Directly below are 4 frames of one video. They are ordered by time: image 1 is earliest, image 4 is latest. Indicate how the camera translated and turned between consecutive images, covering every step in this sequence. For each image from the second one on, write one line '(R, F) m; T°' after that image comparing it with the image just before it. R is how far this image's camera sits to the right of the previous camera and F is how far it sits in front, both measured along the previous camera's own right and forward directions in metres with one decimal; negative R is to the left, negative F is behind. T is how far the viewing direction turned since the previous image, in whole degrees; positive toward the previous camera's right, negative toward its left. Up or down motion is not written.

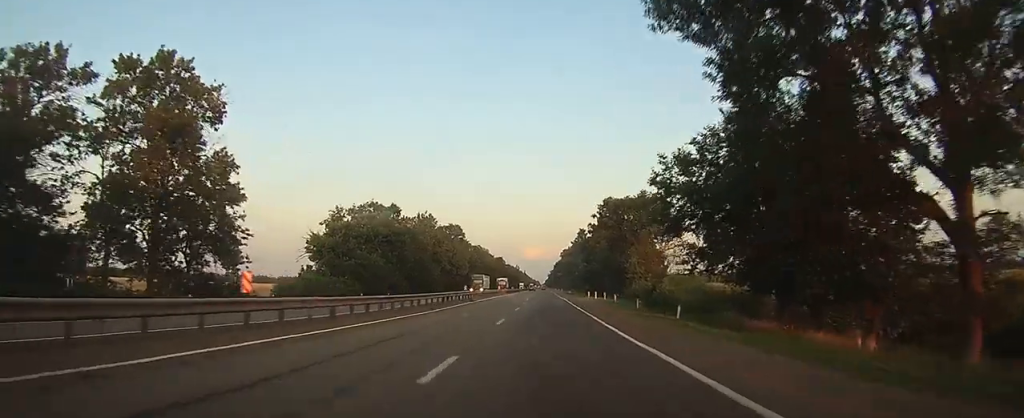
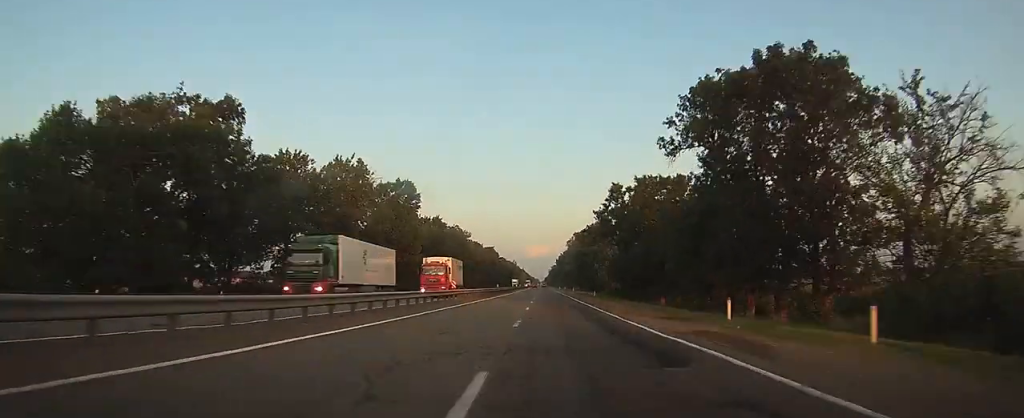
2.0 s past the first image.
(-0.4, +51.9) m; -1°
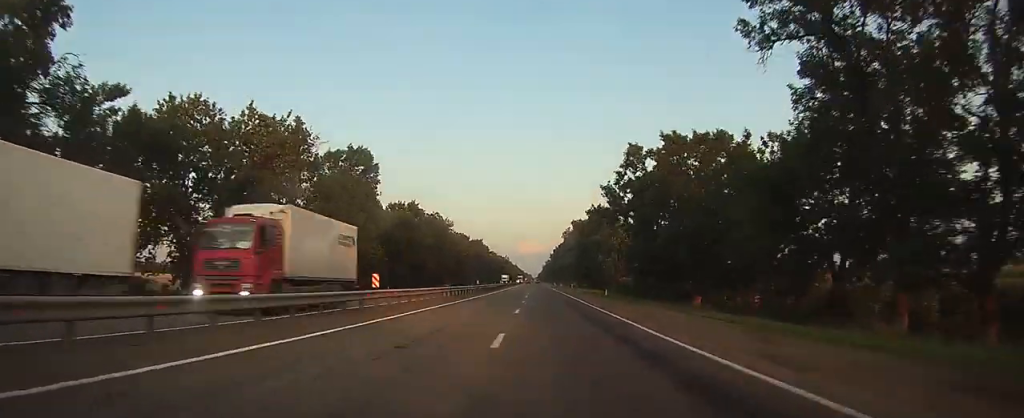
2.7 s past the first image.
(0.0, +18.3) m; 0°
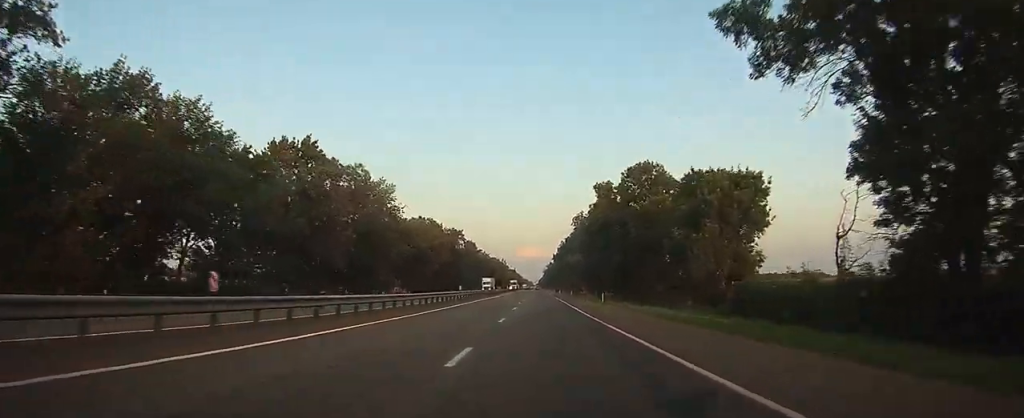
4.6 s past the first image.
(0.0, +50.8) m; 0°
